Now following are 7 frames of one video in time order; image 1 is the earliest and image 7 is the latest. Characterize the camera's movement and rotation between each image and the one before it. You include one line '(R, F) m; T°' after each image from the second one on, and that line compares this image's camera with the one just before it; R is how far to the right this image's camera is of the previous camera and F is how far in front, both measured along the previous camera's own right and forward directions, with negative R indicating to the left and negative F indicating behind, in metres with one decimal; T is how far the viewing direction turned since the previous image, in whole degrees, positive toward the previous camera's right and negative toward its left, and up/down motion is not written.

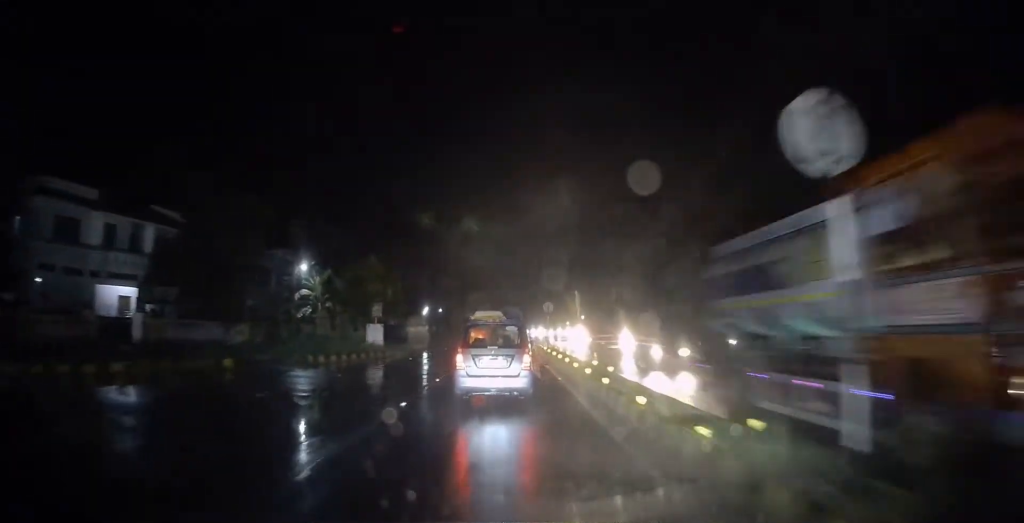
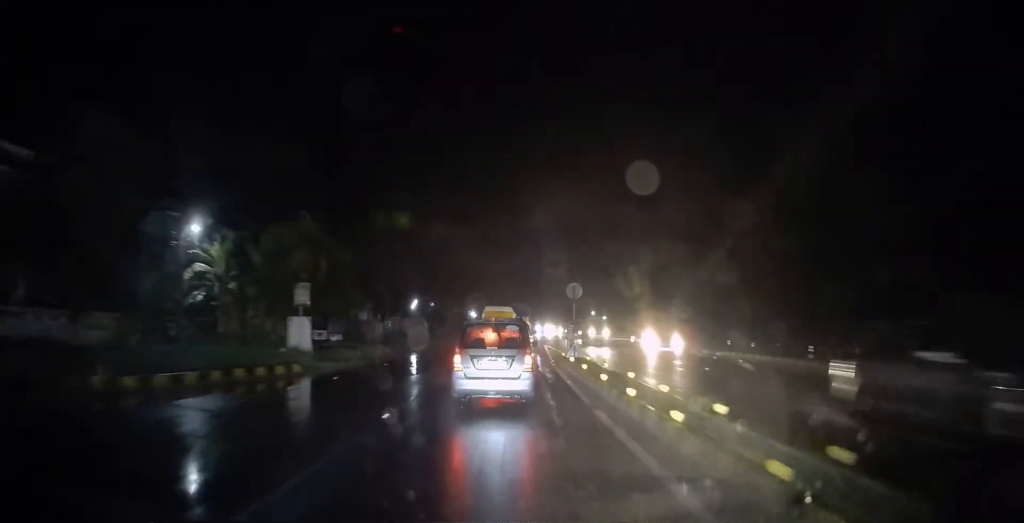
(-0.1, +13.6) m; -1°
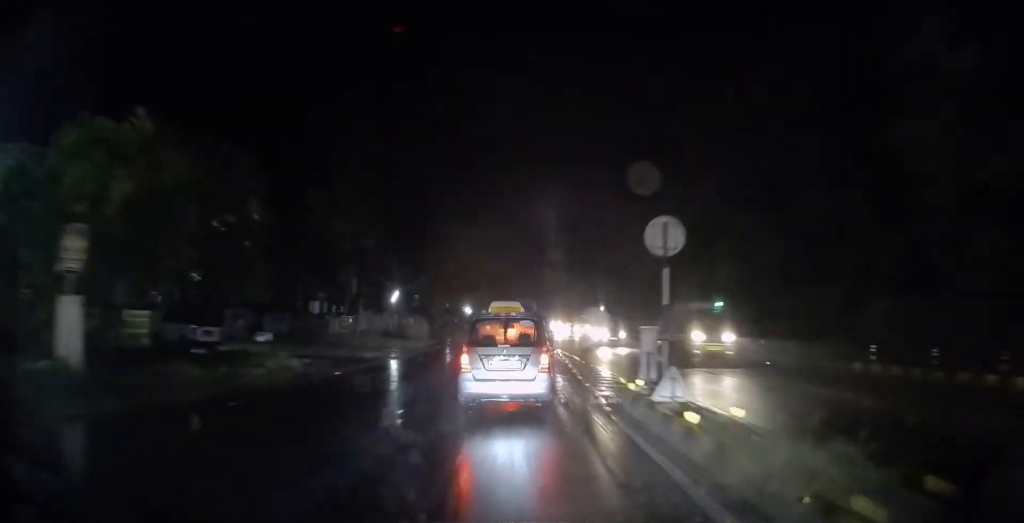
(0.0, +13.4) m; 0°
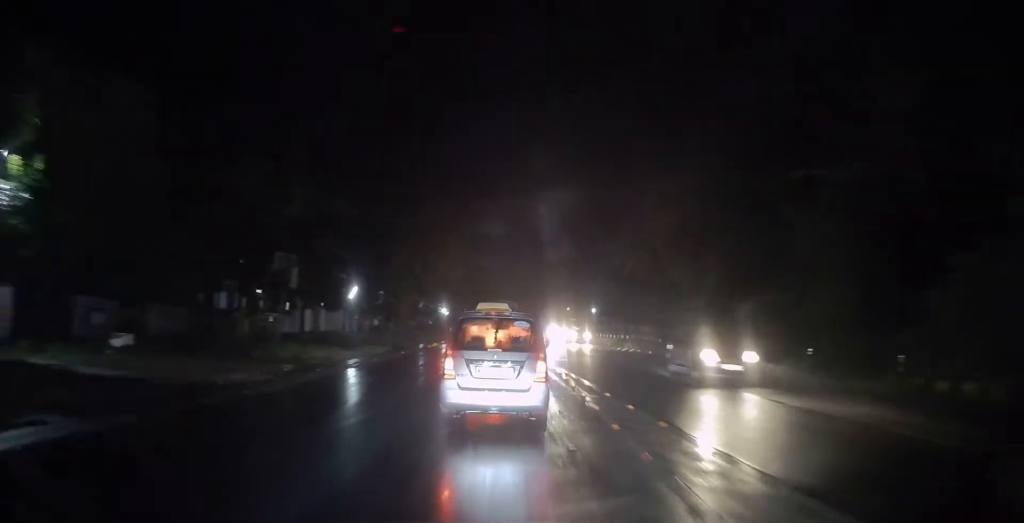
(-0.1, +11.7) m; +2°
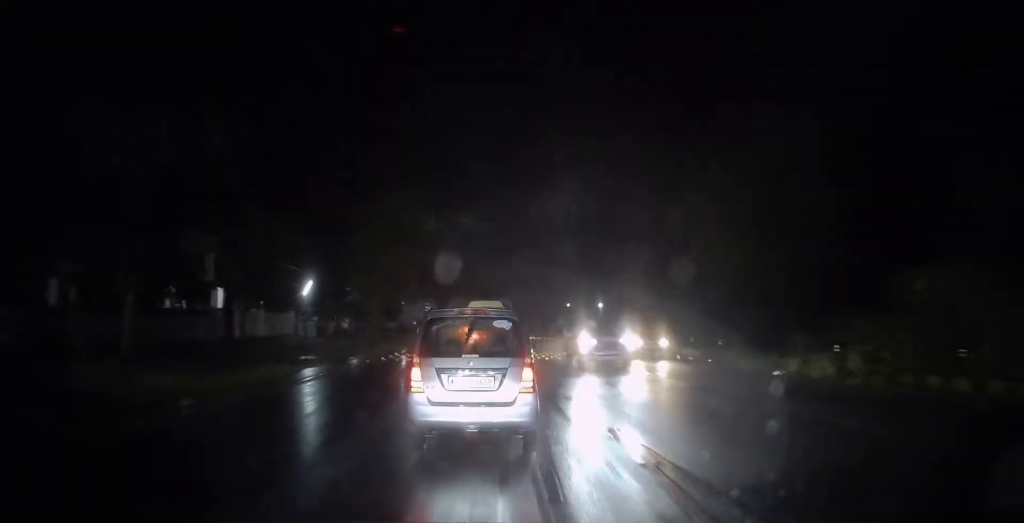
(+0.4, +12.7) m; +2°
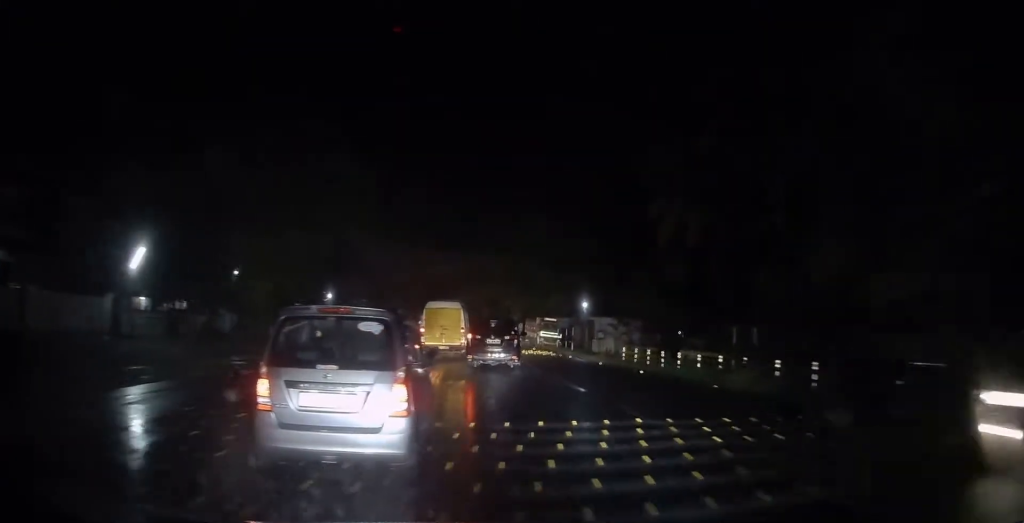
(+0.6, +20.7) m; +2°
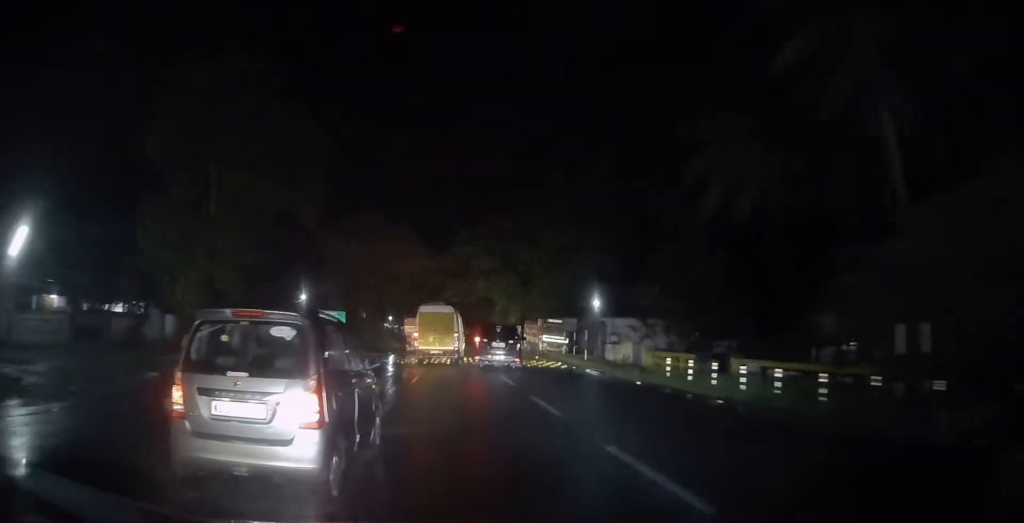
(-0.3, +9.3) m; 0°
